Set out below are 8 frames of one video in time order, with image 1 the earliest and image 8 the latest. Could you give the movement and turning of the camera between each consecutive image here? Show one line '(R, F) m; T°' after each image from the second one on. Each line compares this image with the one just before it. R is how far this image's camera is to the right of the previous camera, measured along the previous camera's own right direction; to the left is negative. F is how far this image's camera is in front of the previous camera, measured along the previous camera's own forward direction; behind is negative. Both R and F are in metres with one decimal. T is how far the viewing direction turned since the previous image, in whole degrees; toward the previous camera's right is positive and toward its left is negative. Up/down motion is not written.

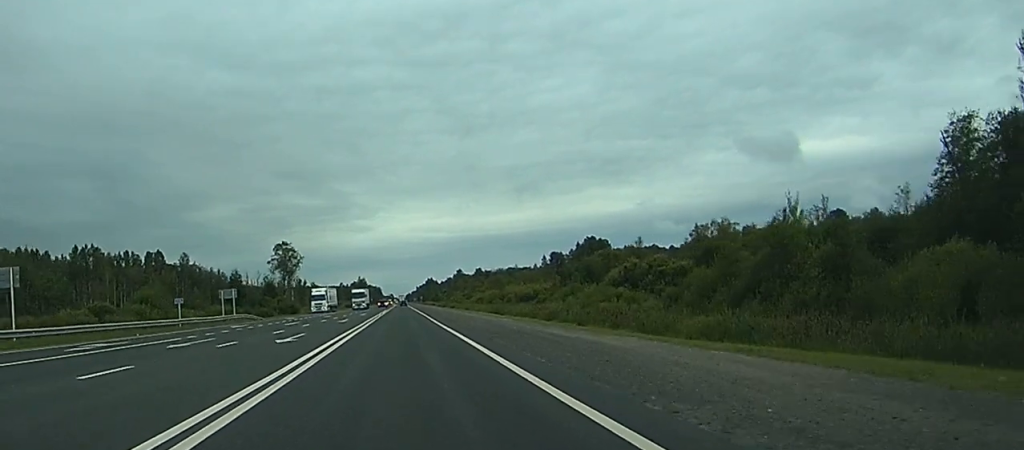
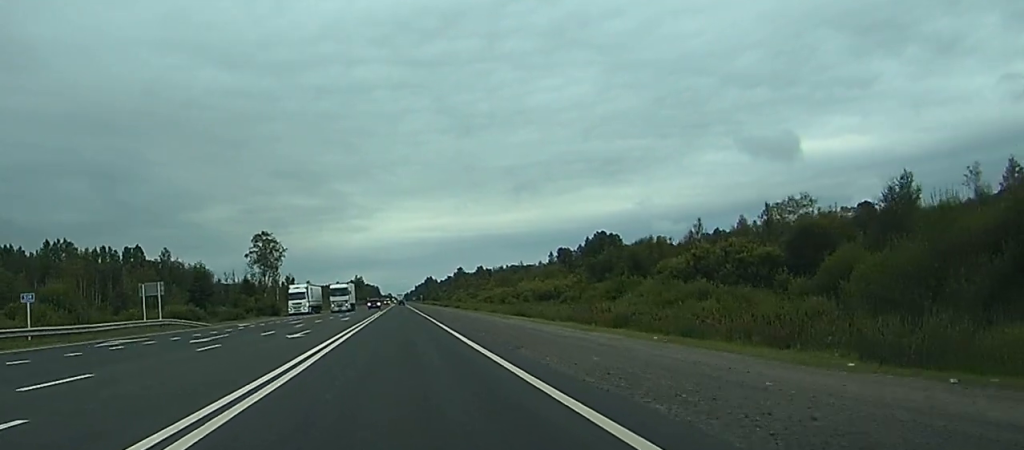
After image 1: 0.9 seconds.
(+0.1, +26.3) m; 0°
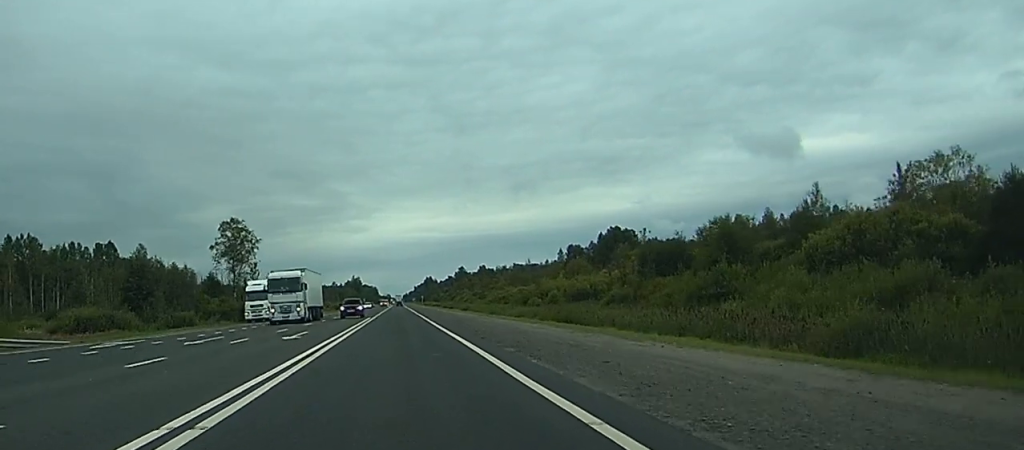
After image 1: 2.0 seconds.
(0.0, +30.0) m; 0°
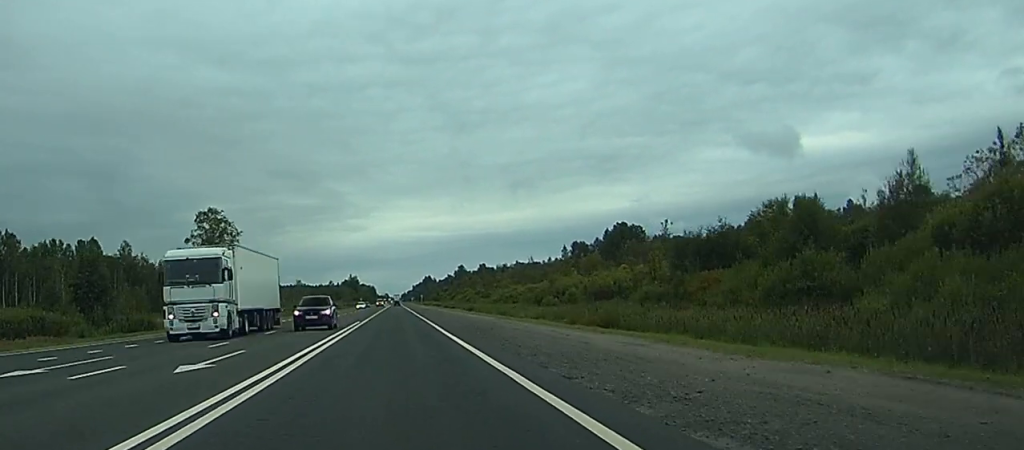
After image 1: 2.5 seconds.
(0.0, +14.9) m; 0°
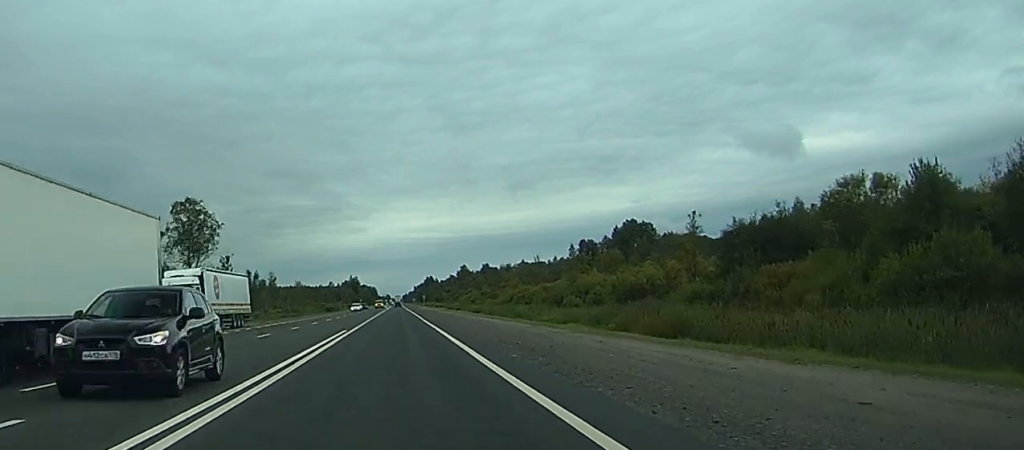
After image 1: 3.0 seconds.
(0.0, +14.0) m; 0°
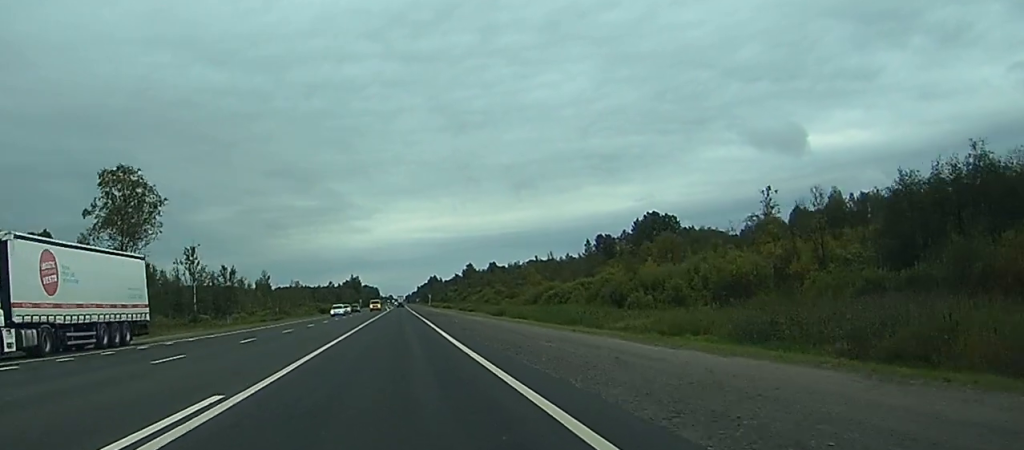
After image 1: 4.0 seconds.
(0.0, +28.0) m; 0°
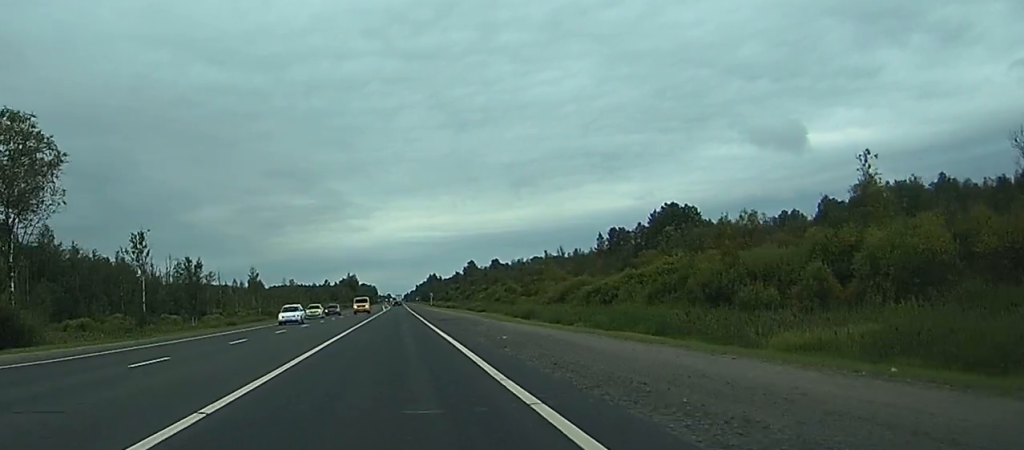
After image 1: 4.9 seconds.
(0.0, +25.3) m; 0°
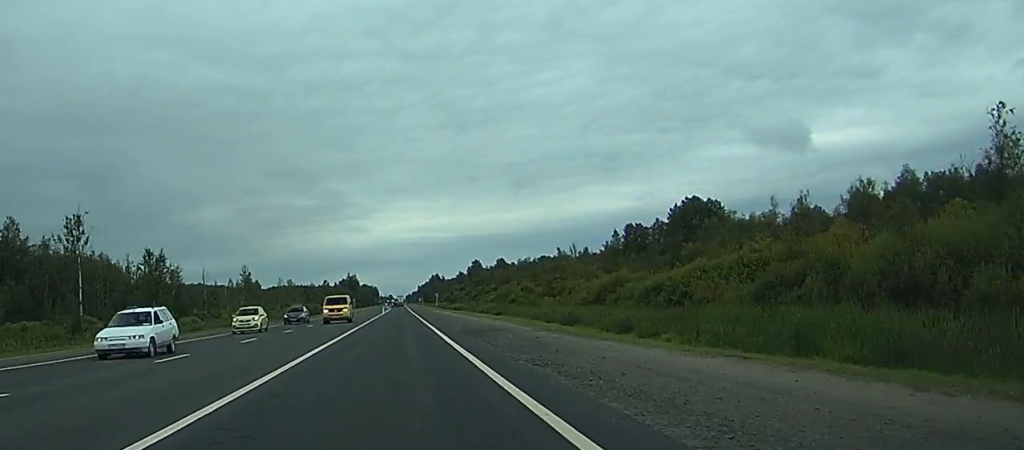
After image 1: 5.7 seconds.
(+0.1, +21.5) m; 0°
